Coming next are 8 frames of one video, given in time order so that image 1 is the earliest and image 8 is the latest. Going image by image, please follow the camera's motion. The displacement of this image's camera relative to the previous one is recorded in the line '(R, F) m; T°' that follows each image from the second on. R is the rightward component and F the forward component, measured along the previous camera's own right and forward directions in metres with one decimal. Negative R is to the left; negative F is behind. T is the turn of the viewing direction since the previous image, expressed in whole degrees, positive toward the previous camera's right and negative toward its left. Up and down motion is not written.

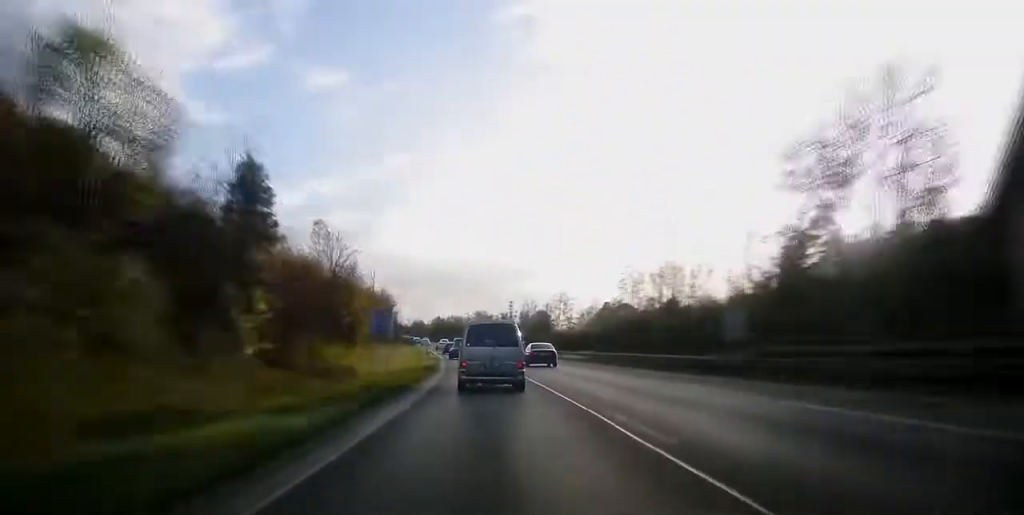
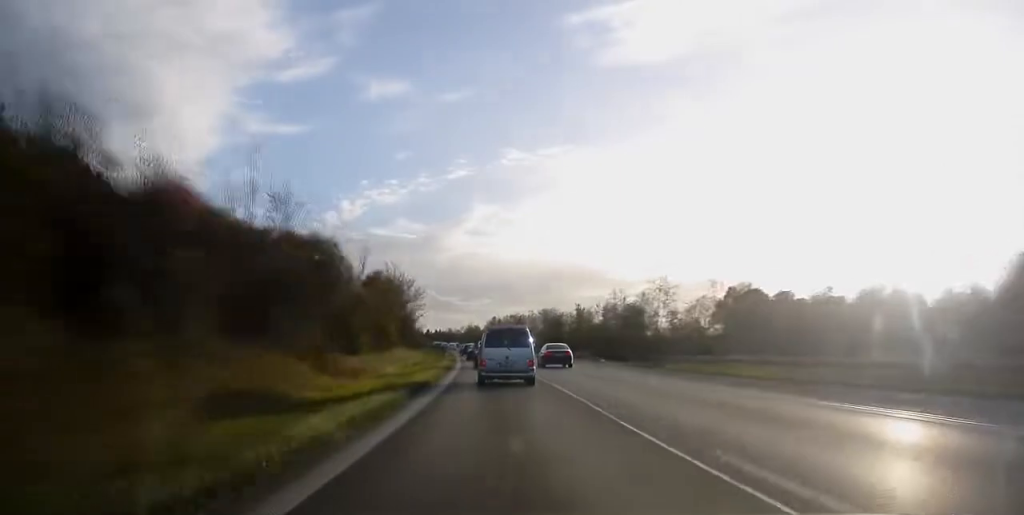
(-4.6, +60.8) m; -6°
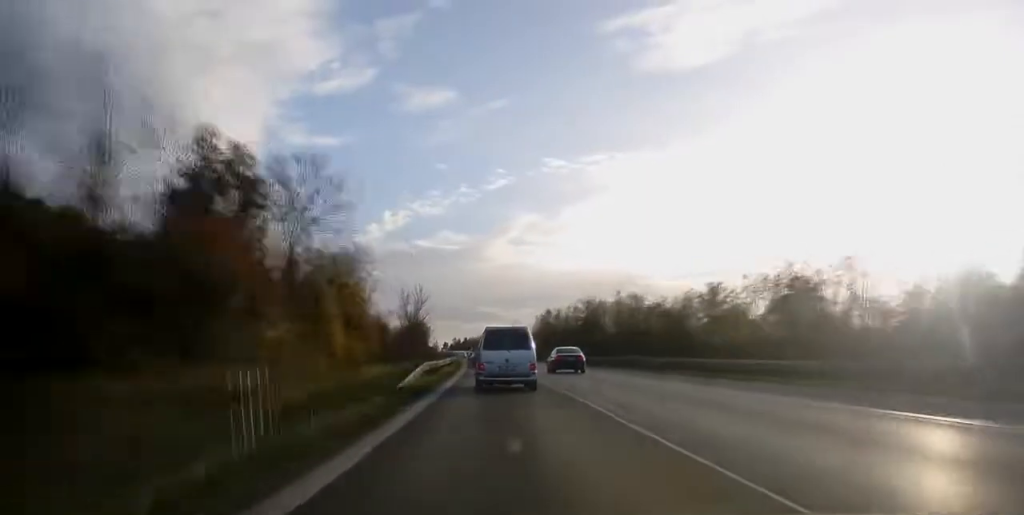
(-3.3, +73.2) m; -4°
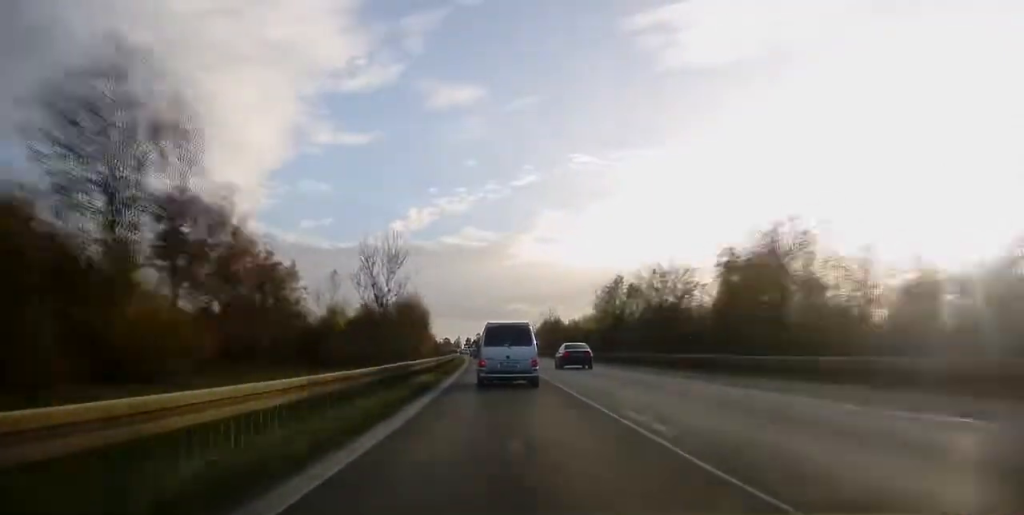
(-0.6, +55.2) m; -2°
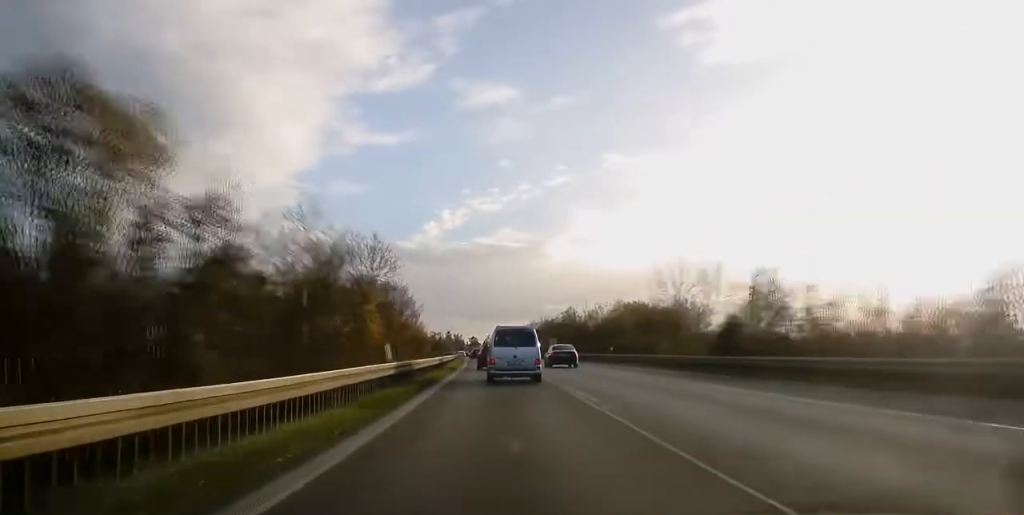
(-2.0, +87.6) m; -2°
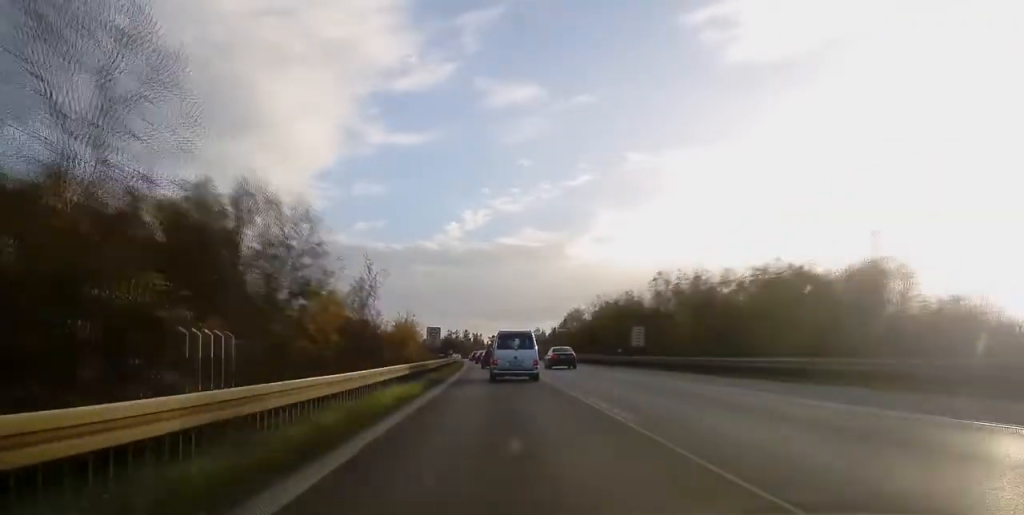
(-0.6, +56.9) m; -1°
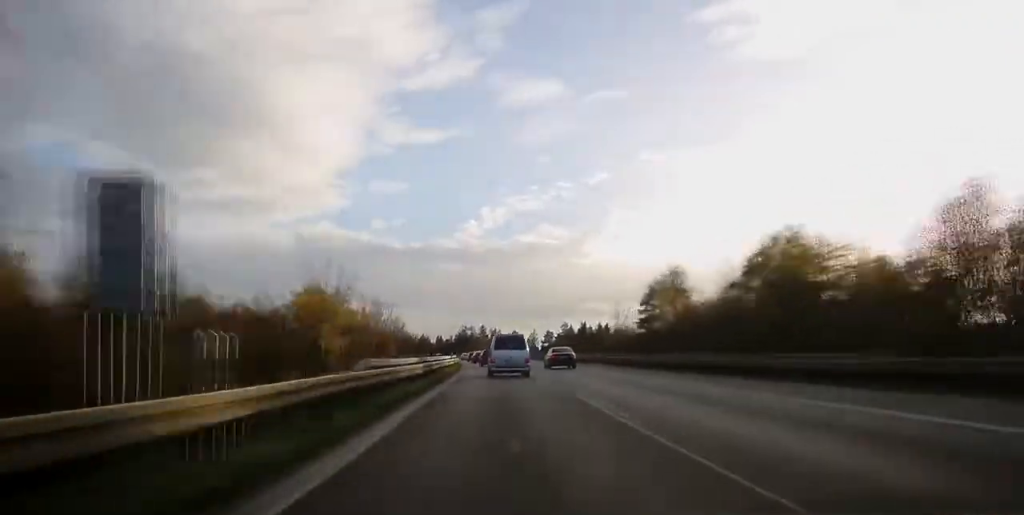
(-0.4, +53.5) m; -1°
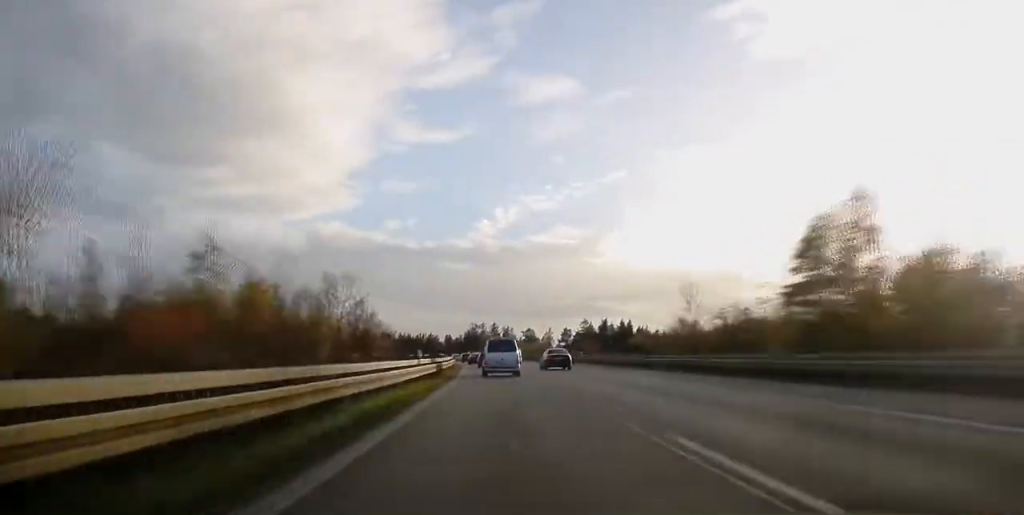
(-0.5, +32.8) m; -1°
